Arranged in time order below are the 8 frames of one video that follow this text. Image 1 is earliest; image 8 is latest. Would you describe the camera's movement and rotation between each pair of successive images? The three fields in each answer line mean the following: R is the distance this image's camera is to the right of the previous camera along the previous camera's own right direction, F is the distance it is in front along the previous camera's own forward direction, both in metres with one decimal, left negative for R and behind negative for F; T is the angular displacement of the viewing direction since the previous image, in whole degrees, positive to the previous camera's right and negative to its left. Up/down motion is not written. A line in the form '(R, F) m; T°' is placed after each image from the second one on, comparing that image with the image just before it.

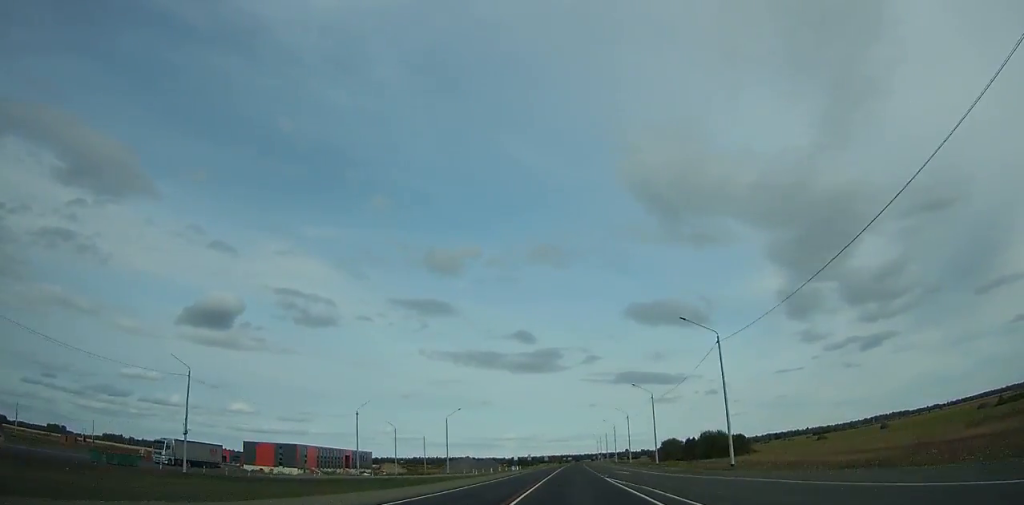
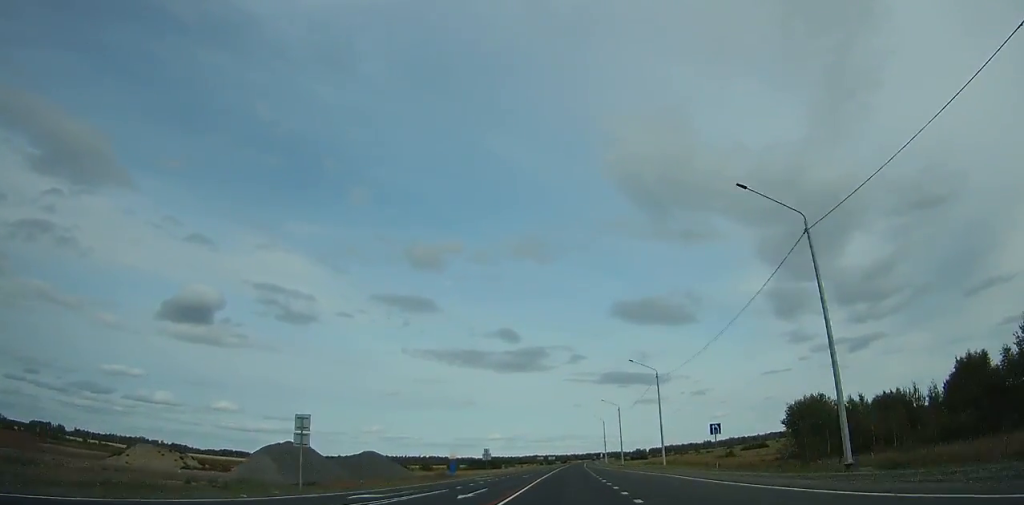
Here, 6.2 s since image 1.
(+1.5, +140.2) m; +1°
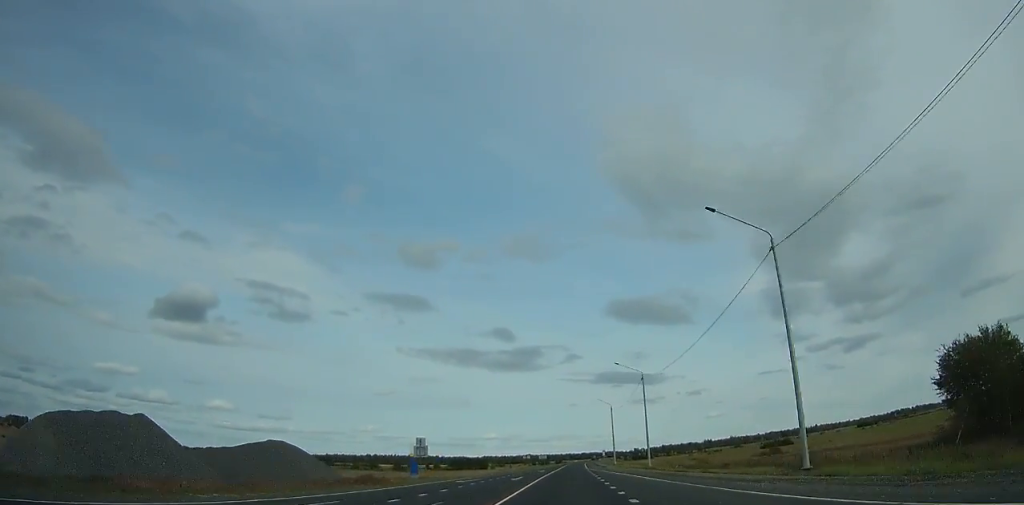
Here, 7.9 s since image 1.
(+0.3, +39.0) m; 0°
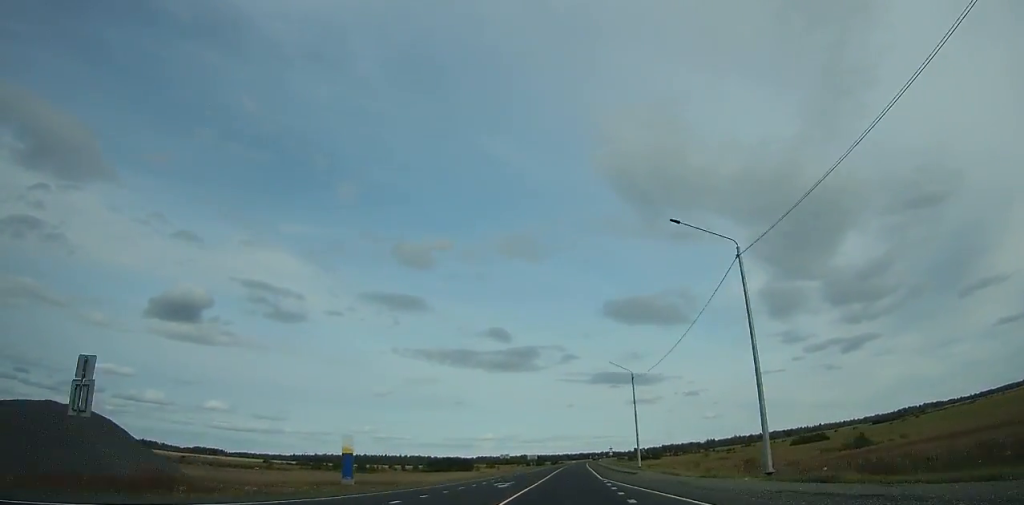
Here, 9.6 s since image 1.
(0.0, +39.5) m; 0°
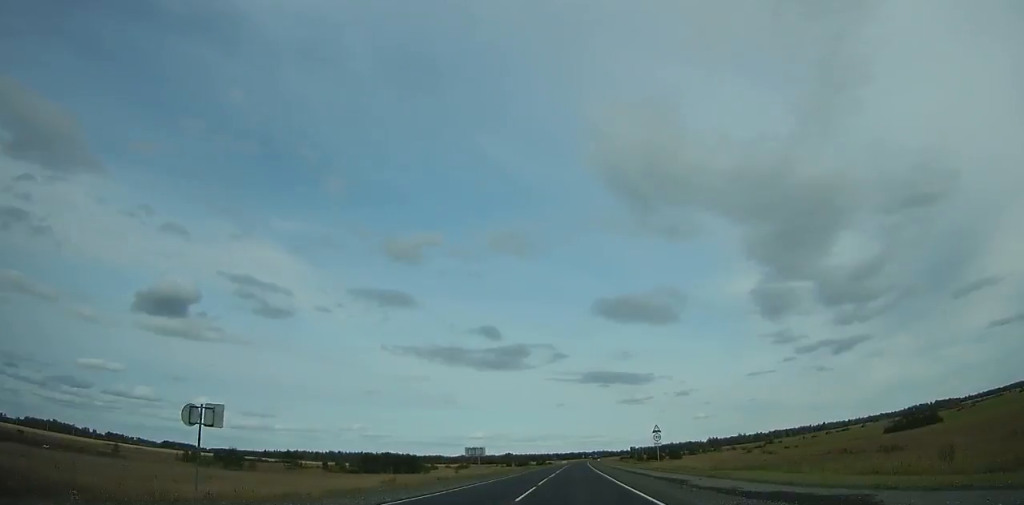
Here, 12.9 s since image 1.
(+0.5, +77.1) m; +1°
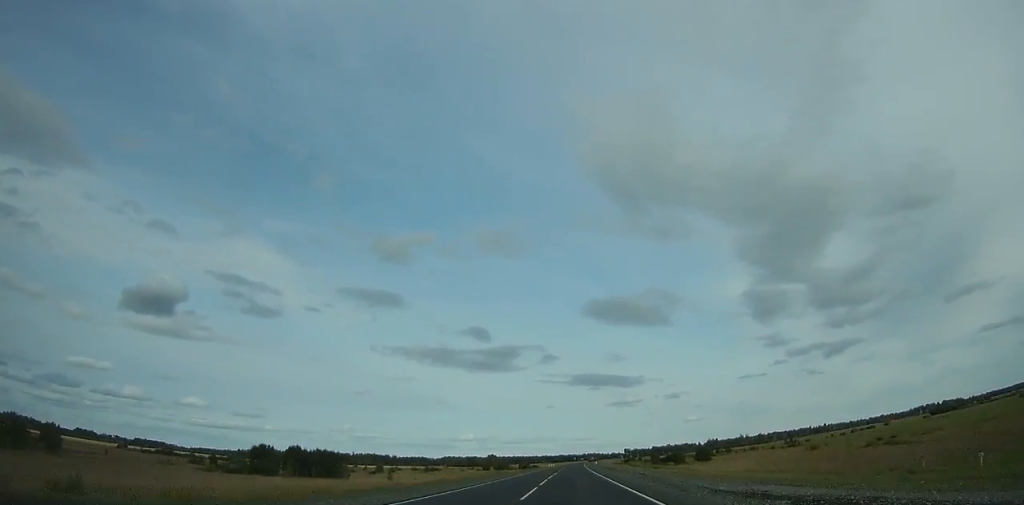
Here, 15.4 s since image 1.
(+0.5, +59.0) m; +1°
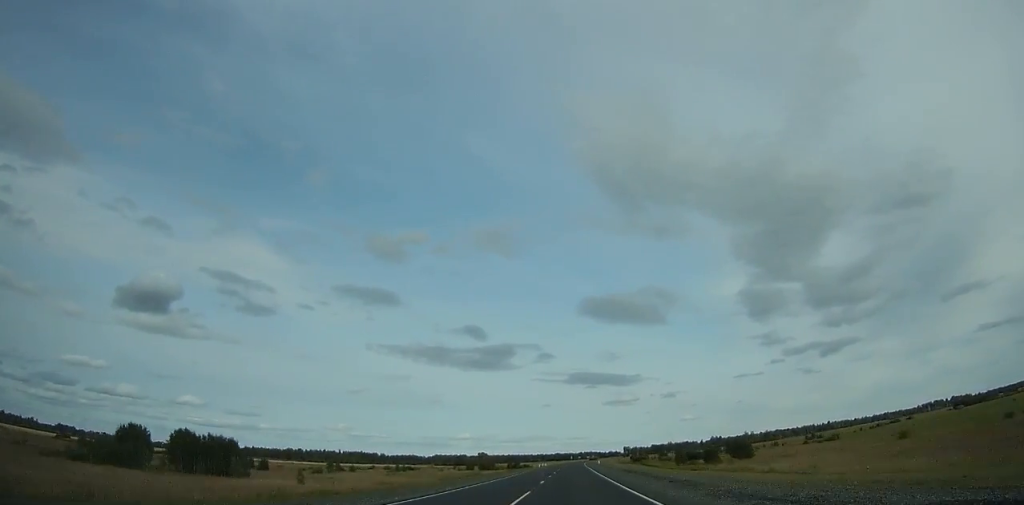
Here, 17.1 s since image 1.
(+0.1, +40.4) m; +1°
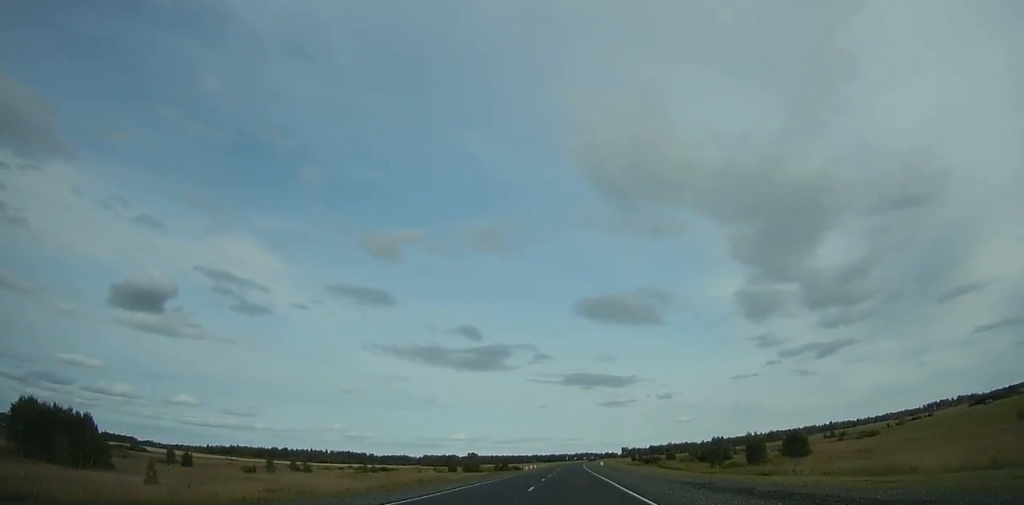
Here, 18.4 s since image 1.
(+0.2, +31.2) m; 0°
